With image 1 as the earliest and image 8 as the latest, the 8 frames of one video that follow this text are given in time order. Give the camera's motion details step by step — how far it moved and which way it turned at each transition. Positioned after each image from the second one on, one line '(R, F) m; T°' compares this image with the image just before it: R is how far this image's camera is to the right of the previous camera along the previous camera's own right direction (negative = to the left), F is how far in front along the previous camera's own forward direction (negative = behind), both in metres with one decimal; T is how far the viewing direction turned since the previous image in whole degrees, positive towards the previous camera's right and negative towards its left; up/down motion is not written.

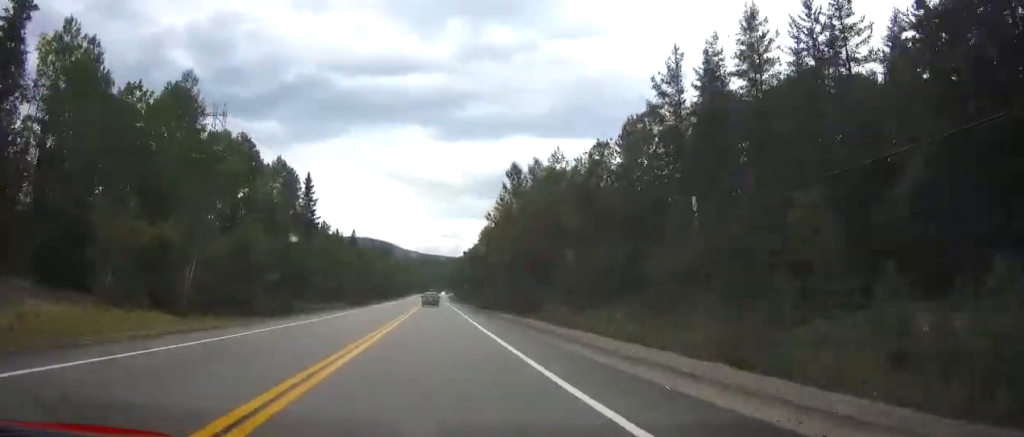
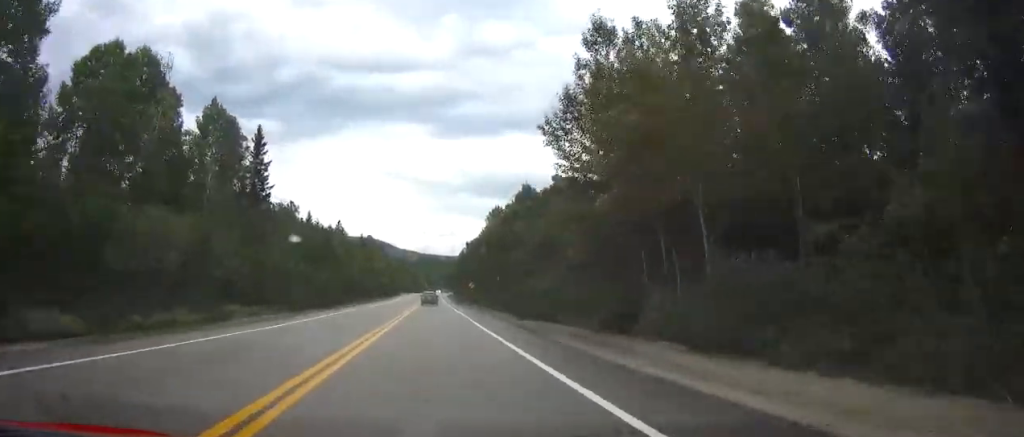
(0.0, +32.7) m; 0°
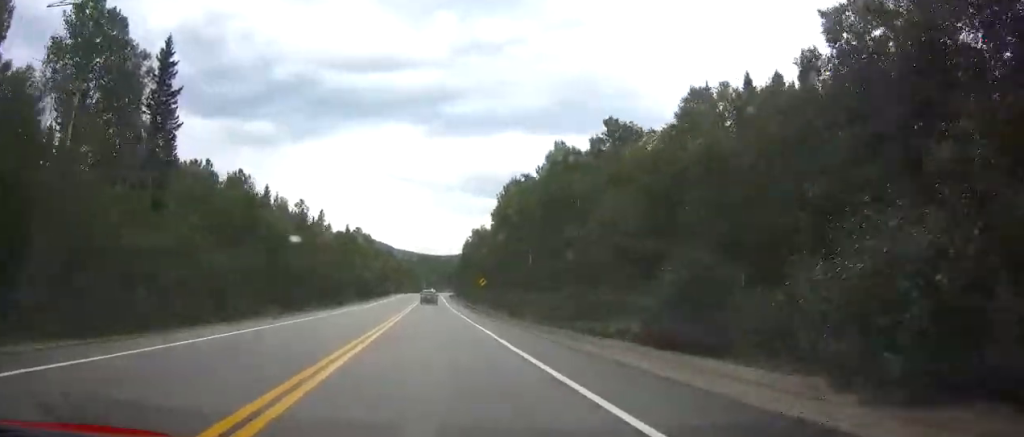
(0.0, +31.7) m; 0°
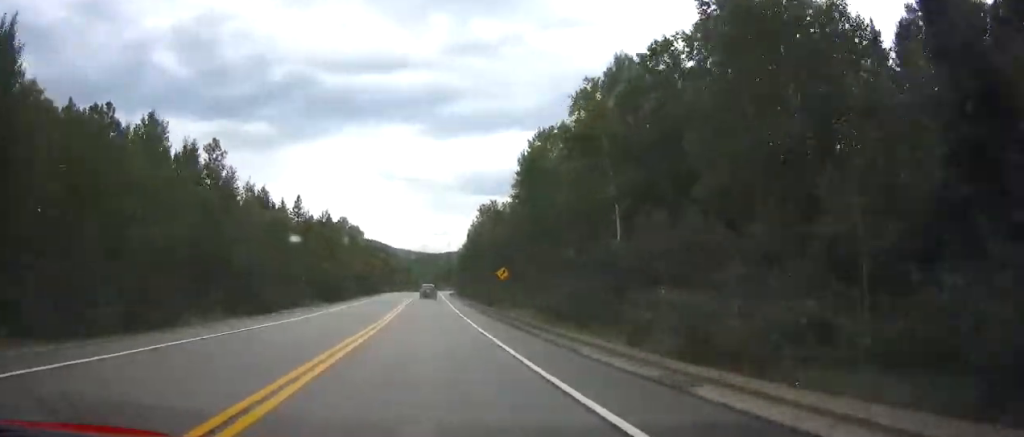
(0.0, +29.6) m; 0°
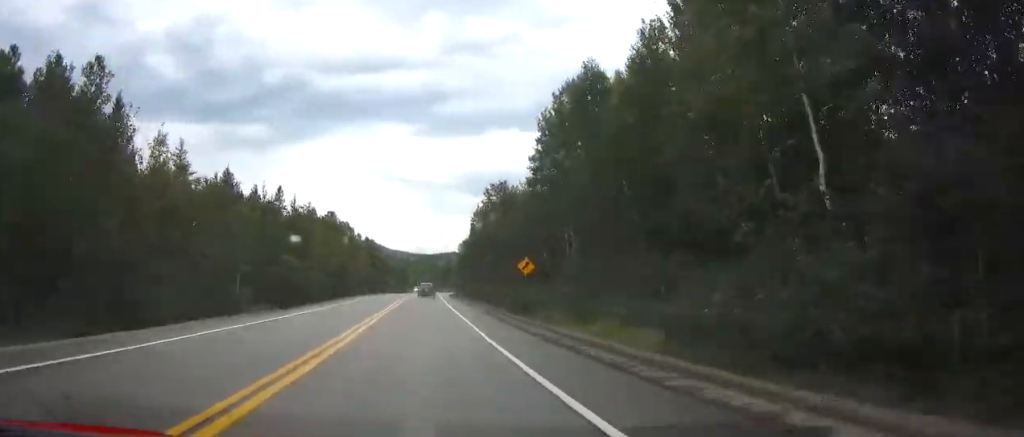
(0.0, +17.8) m; 0°
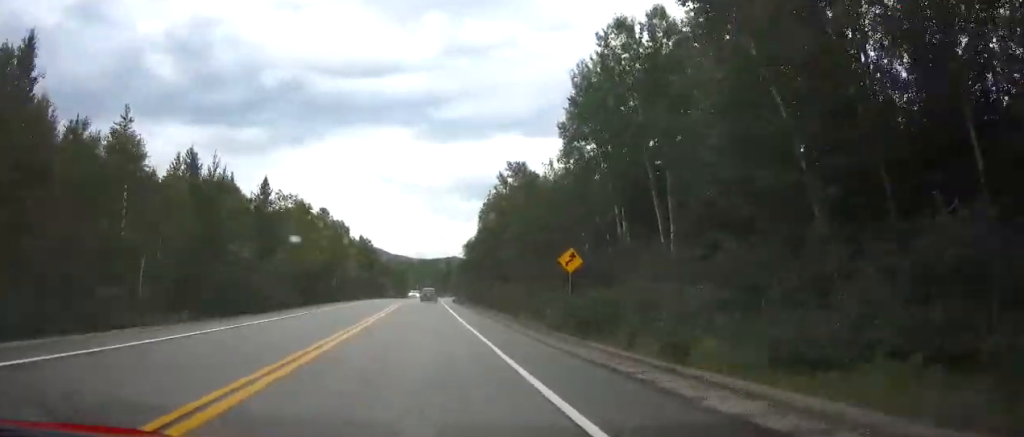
(+0.1, +14.8) m; 0°
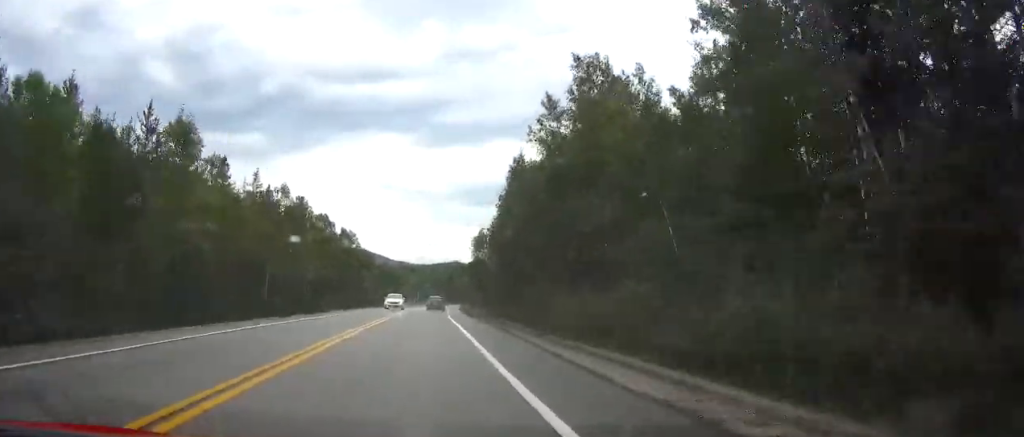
(0.0, +28.5) m; 0°
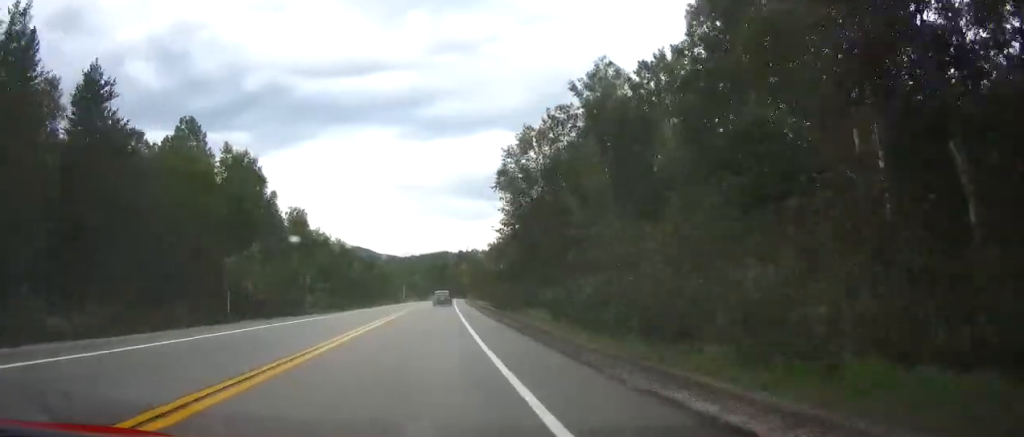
(0.0, +58.6) m; 0°
